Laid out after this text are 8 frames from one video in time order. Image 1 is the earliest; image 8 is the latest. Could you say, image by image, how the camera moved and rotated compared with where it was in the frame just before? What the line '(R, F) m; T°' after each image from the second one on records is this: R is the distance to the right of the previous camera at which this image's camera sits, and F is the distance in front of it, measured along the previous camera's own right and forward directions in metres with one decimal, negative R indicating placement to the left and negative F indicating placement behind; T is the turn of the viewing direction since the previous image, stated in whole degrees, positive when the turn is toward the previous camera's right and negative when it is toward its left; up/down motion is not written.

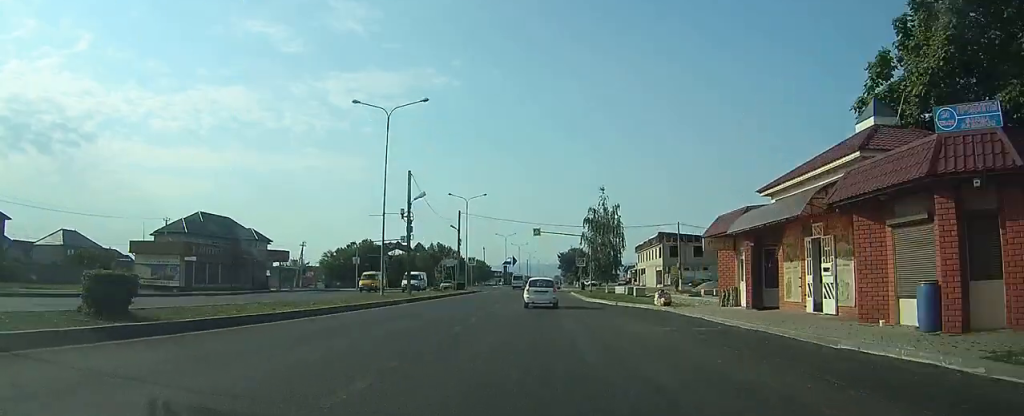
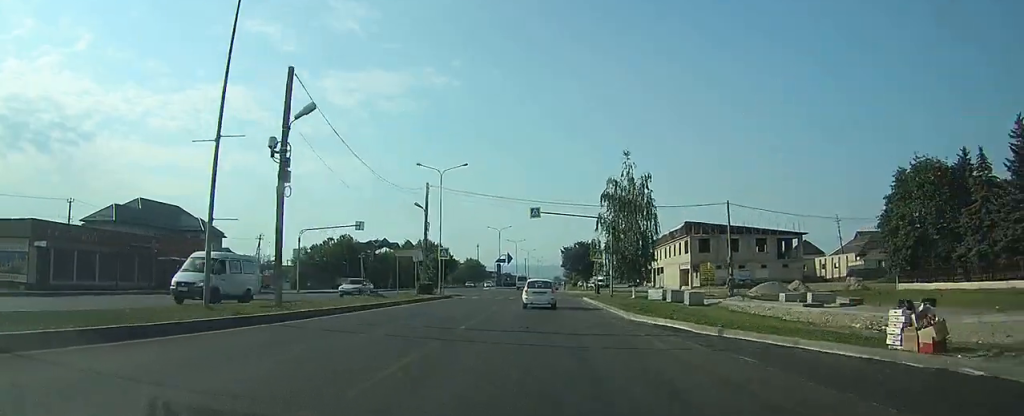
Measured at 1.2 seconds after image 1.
(0.0, +19.2) m; 0°
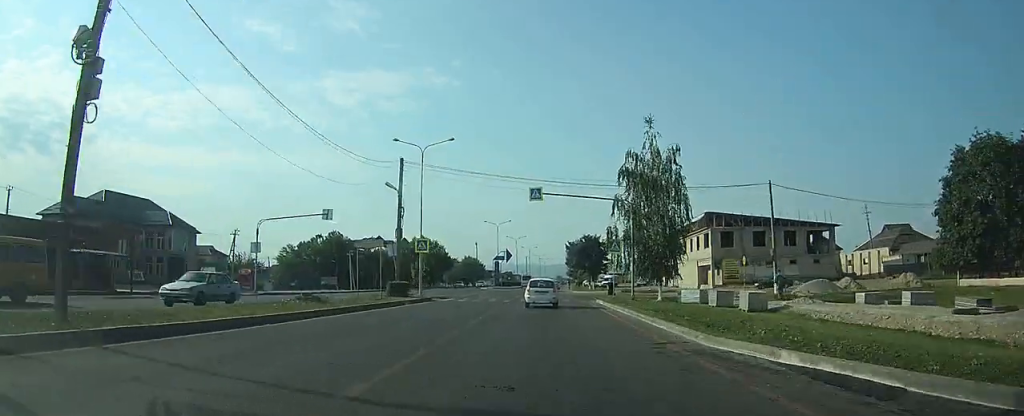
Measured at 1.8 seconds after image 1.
(0.0, +9.6) m; 0°
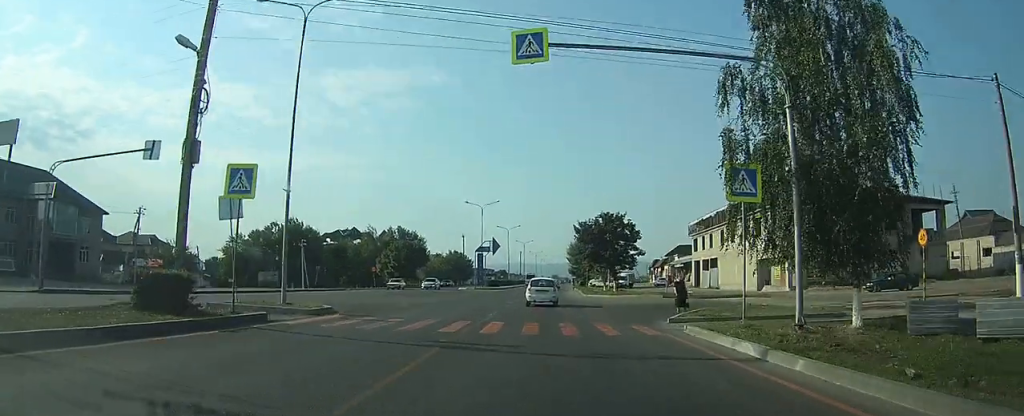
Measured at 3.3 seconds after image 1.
(0.0, +23.9) m; 0°
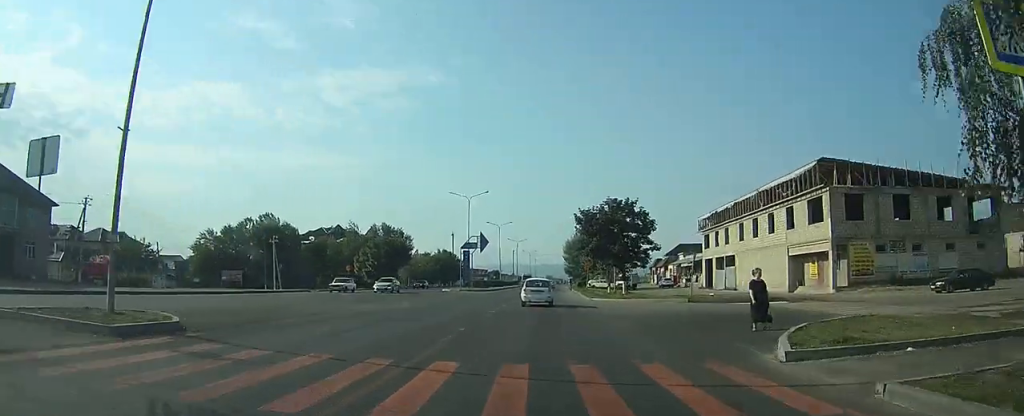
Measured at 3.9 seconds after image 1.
(0.0, +9.0) m; 0°
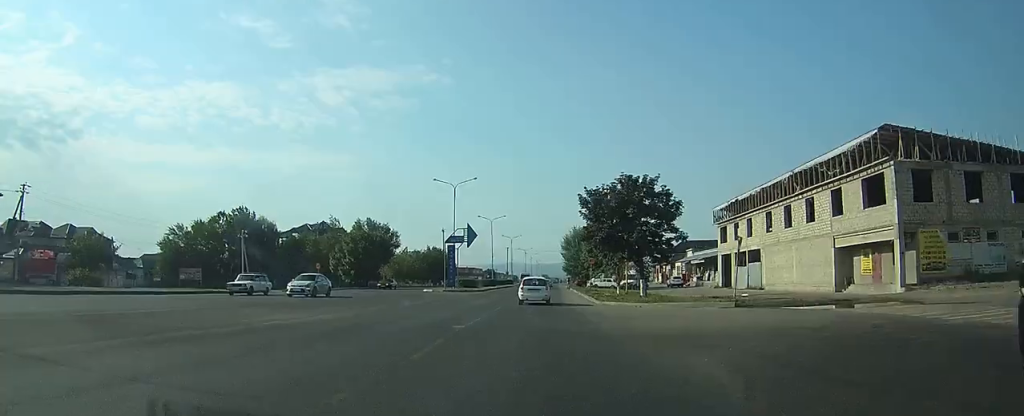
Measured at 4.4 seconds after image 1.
(0.0, +9.0) m; 0°
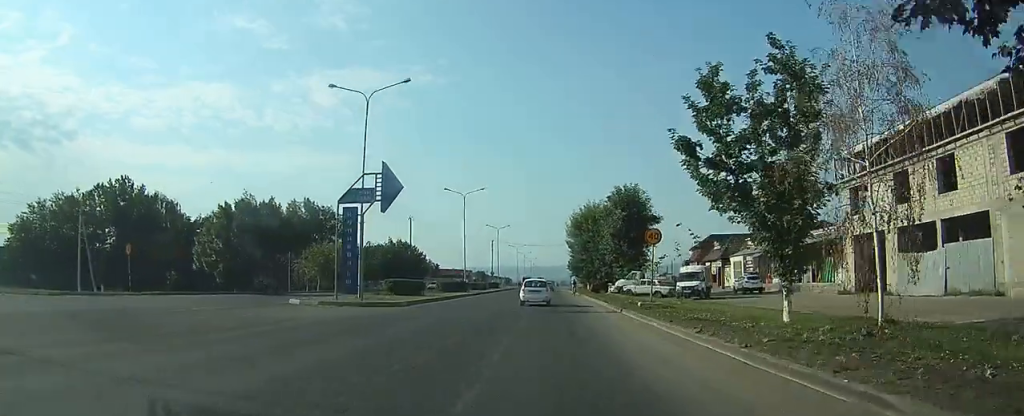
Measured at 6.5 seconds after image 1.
(+0.2, +32.5) m; 0°
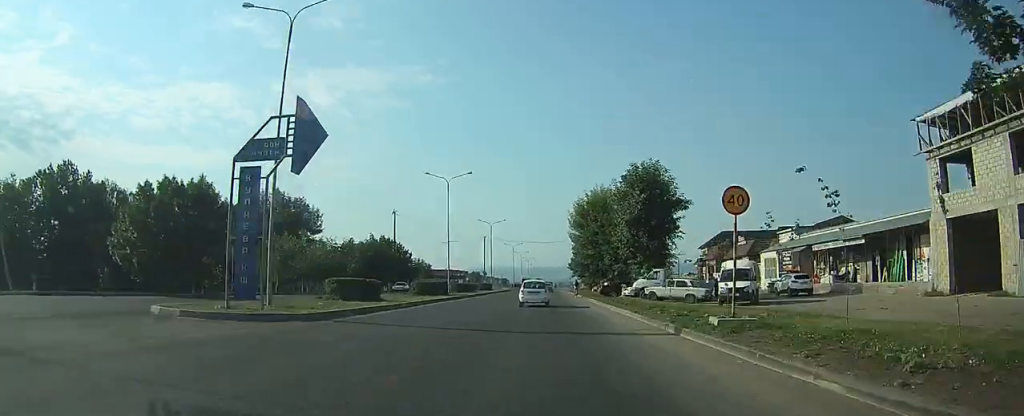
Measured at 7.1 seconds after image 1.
(0.0, +10.7) m; 0°
